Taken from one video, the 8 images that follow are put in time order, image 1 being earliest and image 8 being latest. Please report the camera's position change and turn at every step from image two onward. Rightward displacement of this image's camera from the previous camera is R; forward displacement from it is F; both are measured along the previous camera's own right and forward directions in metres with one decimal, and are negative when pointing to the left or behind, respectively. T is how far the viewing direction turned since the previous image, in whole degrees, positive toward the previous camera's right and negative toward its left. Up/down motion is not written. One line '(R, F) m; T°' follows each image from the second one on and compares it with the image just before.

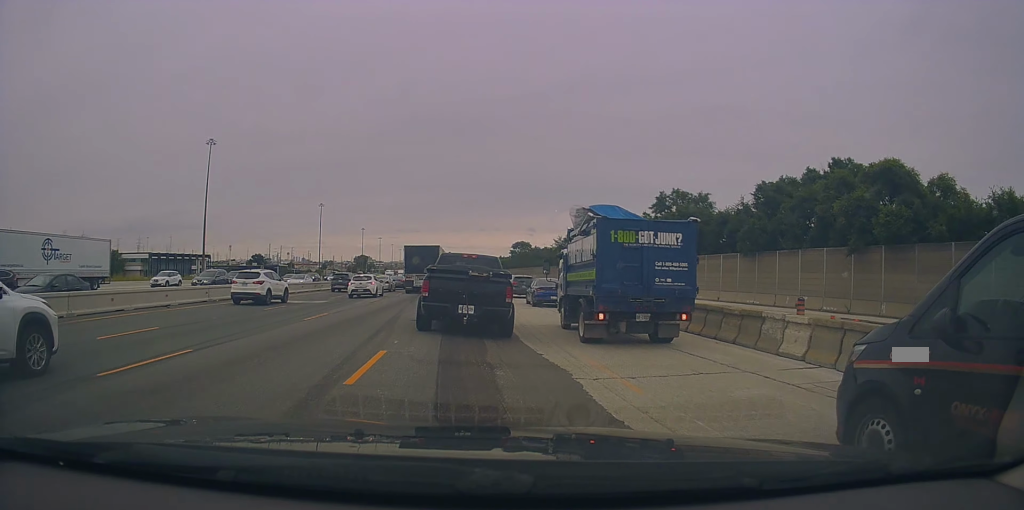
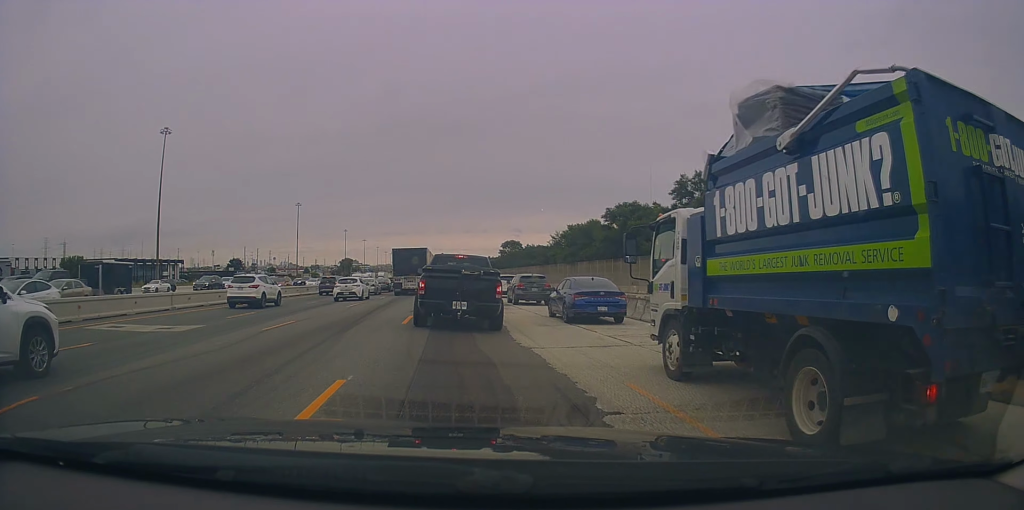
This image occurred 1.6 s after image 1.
(+0.1, +14.6) m; +4°
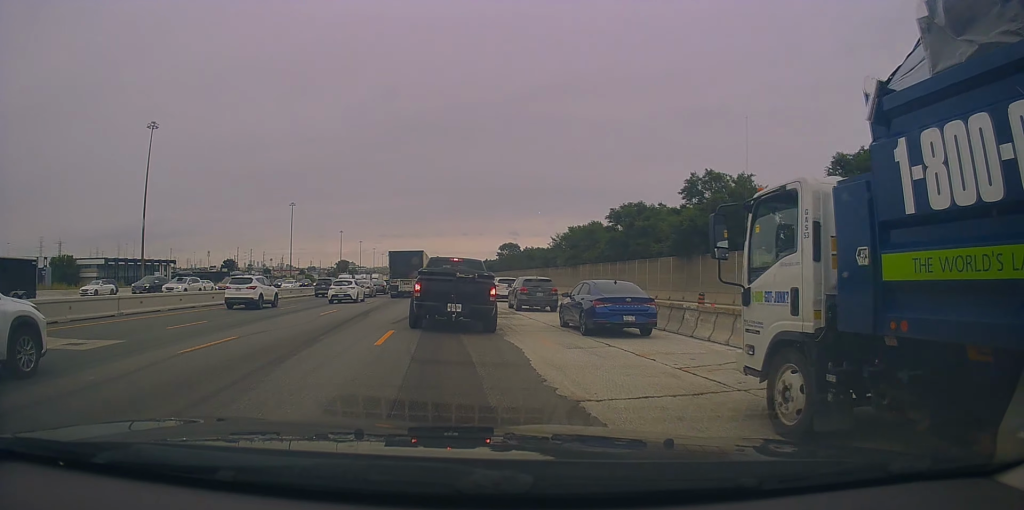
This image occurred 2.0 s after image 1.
(+0.1, +4.5) m; -1°
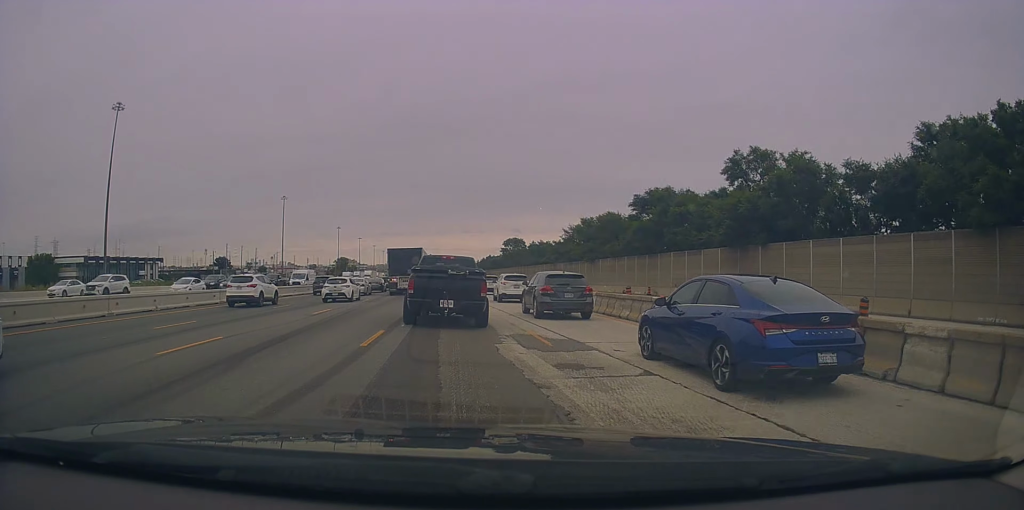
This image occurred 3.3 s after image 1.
(-0.3, +12.4) m; -1°
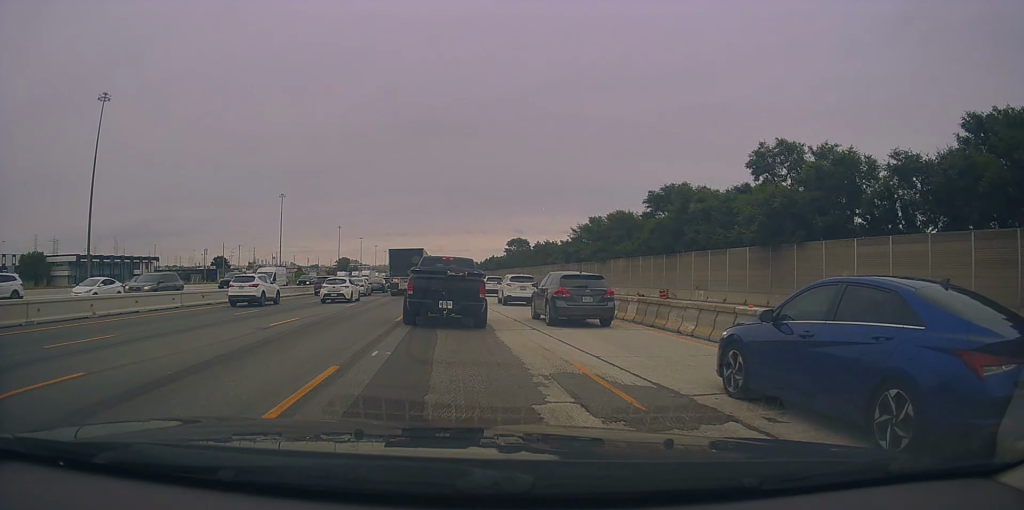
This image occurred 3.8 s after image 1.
(0.0, +5.4) m; 0°
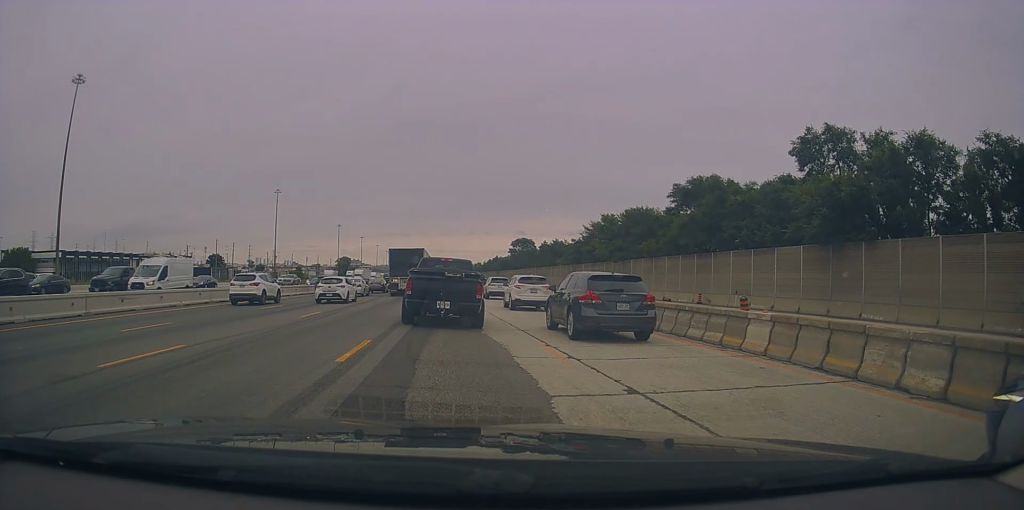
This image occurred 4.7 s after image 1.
(+0.4, +8.5) m; 0°
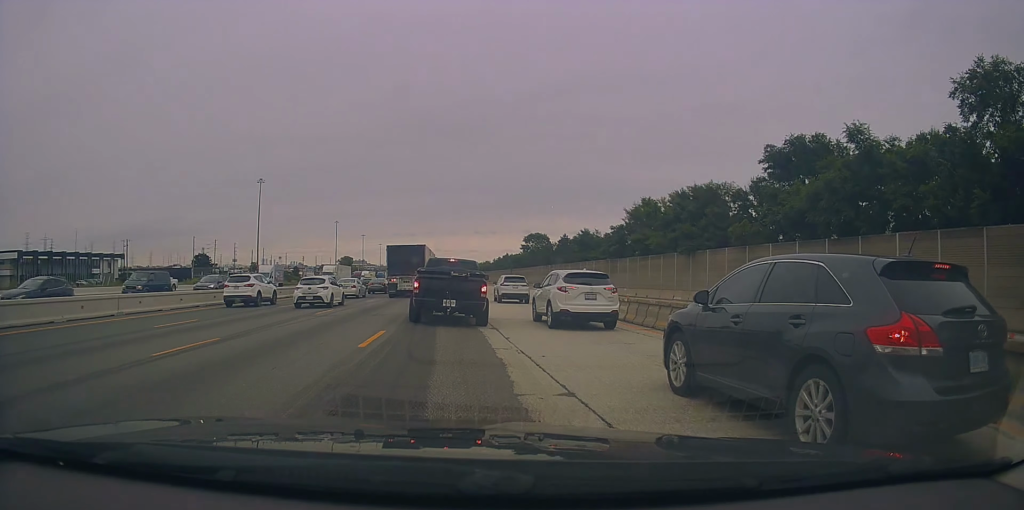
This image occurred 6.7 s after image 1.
(-1.1, +22.2) m; -1°
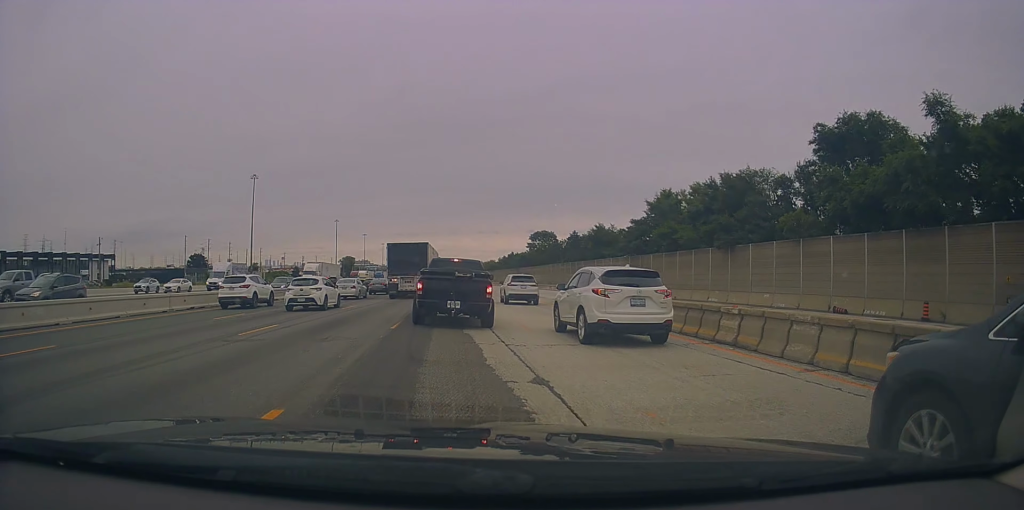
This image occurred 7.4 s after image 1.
(+0.2, +8.0) m; 0°
